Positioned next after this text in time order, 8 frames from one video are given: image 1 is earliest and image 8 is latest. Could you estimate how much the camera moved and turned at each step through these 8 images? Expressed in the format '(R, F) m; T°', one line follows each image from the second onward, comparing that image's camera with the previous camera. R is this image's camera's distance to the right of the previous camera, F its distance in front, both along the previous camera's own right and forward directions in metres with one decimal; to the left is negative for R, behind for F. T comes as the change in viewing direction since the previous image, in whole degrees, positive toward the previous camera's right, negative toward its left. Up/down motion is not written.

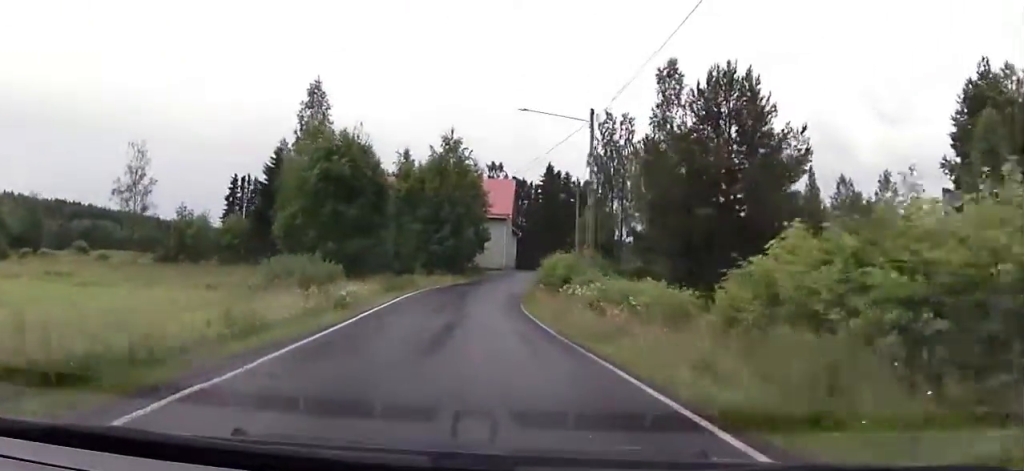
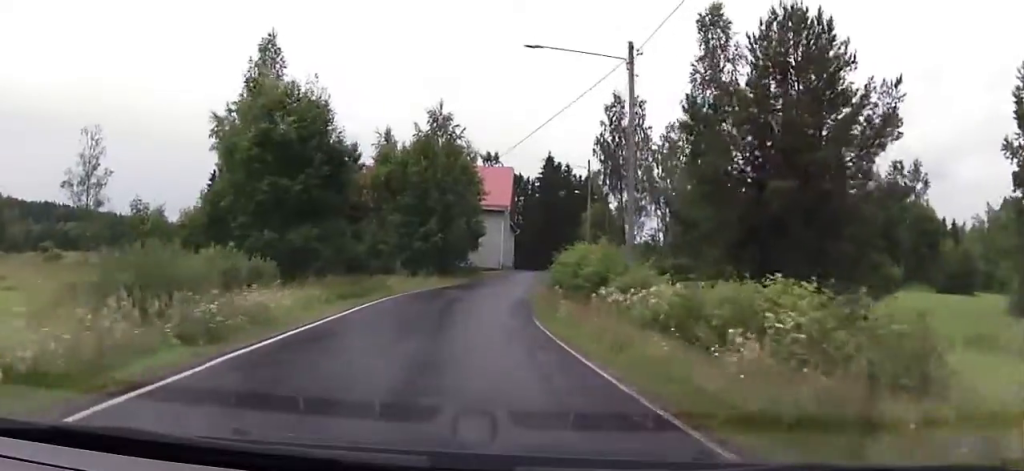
(+0.3, +8.7) m; 0°
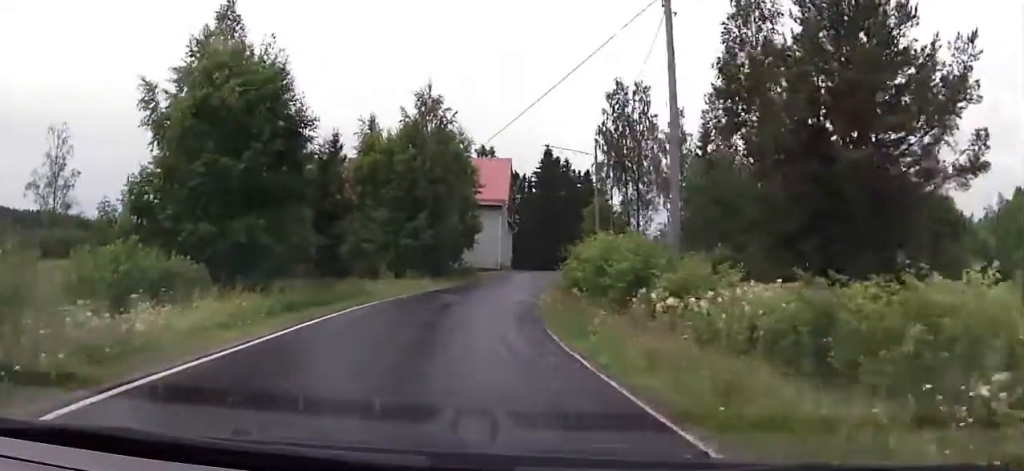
(0.0, +5.0) m; -1°
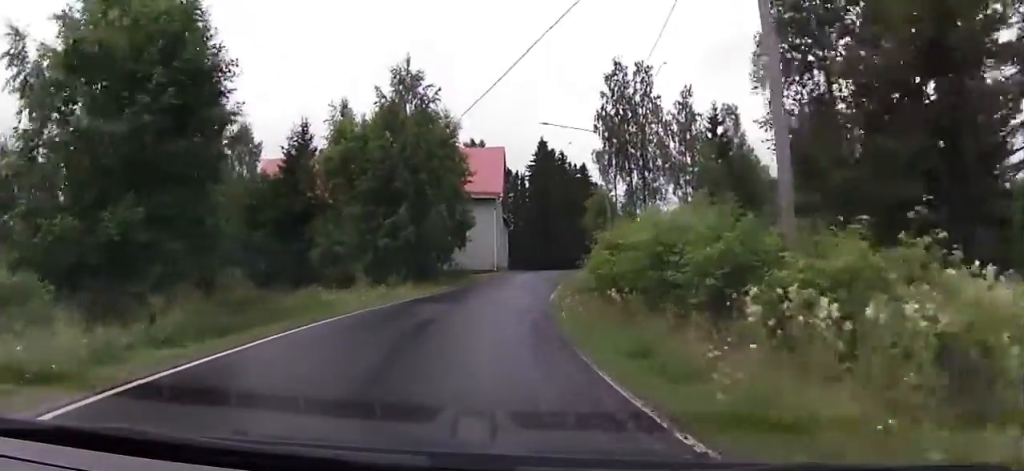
(-0.3, +6.0) m; -1°
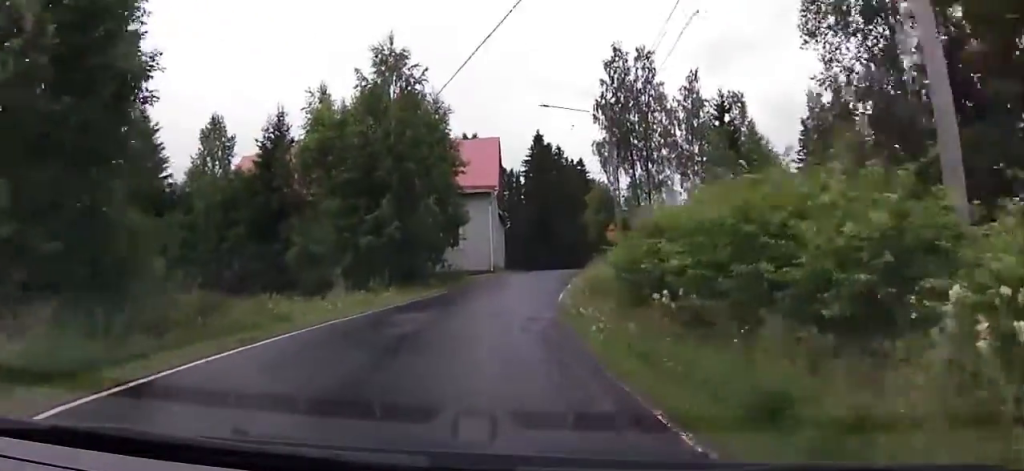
(+0.1, +3.8) m; +1°
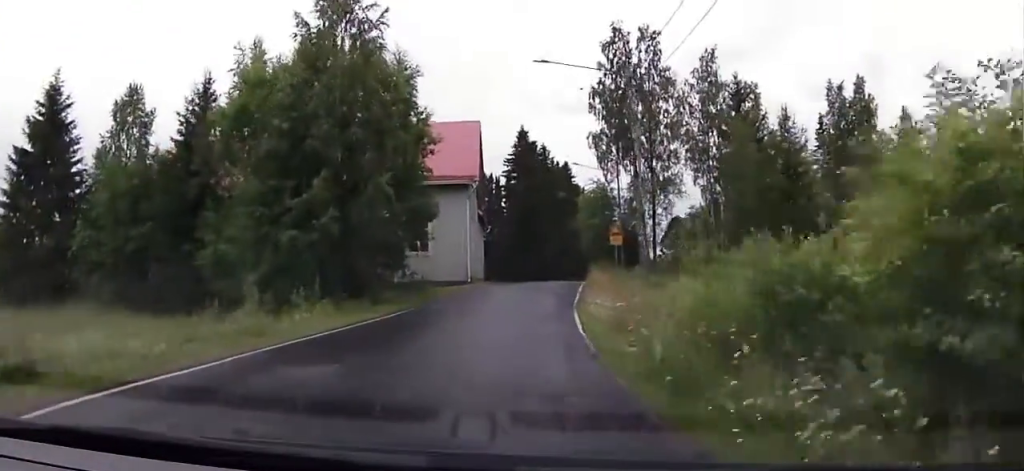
(+0.2, +8.7) m; +2°
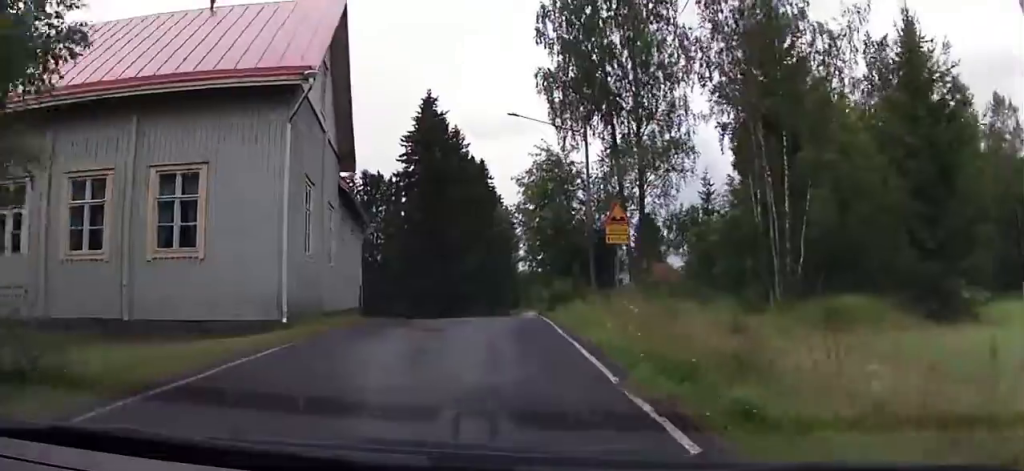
(+0.9, +22.1) m; +6°
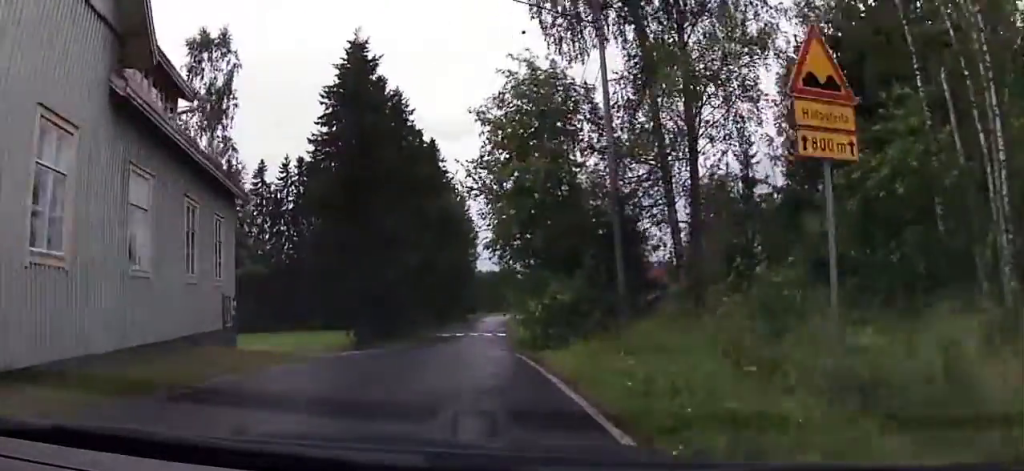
(+0.5, +14.6) m; +5°
